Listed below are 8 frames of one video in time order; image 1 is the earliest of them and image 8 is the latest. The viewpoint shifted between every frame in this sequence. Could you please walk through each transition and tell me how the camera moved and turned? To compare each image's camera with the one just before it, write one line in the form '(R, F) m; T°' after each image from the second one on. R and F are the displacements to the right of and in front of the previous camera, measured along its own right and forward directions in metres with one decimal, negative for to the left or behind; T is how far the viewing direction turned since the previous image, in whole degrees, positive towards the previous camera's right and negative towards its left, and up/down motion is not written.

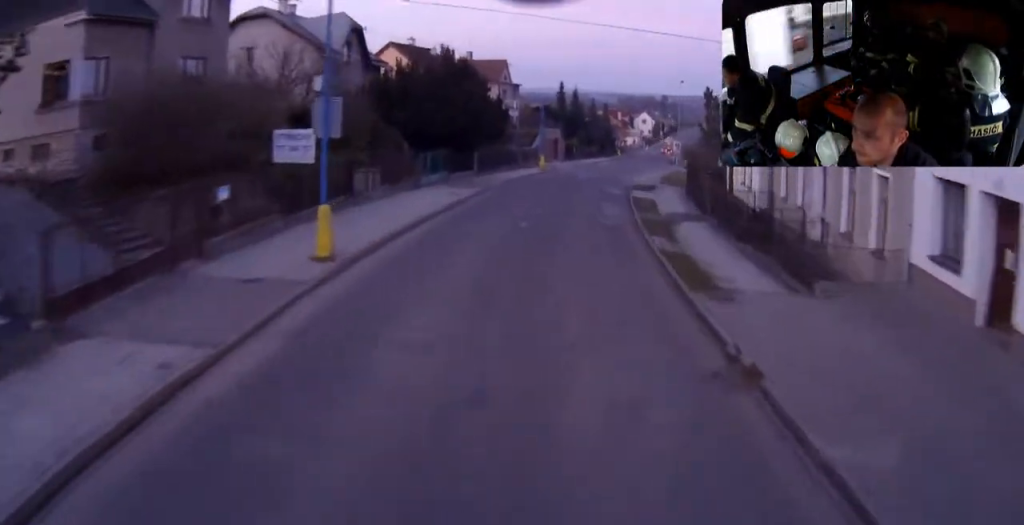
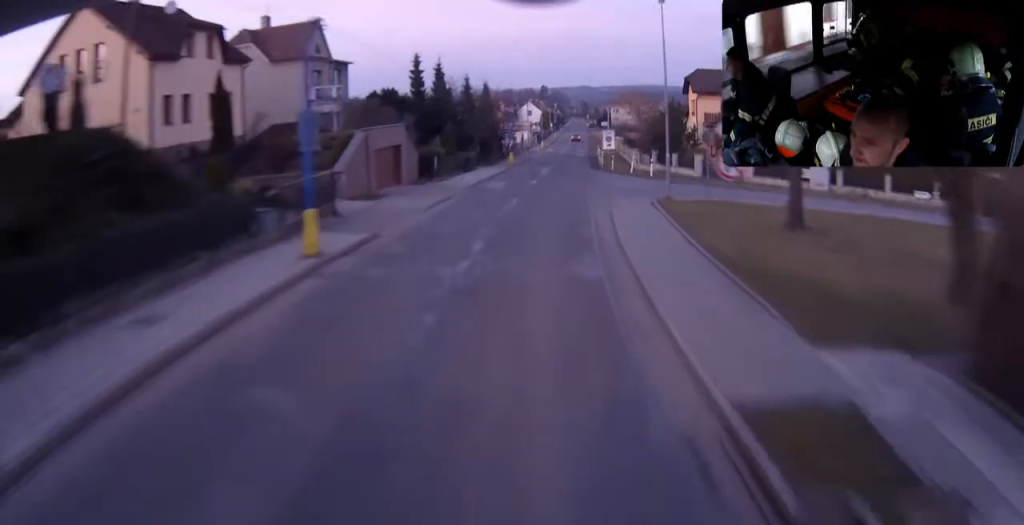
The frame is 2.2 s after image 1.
(+3.4, +36.7) m; +10°
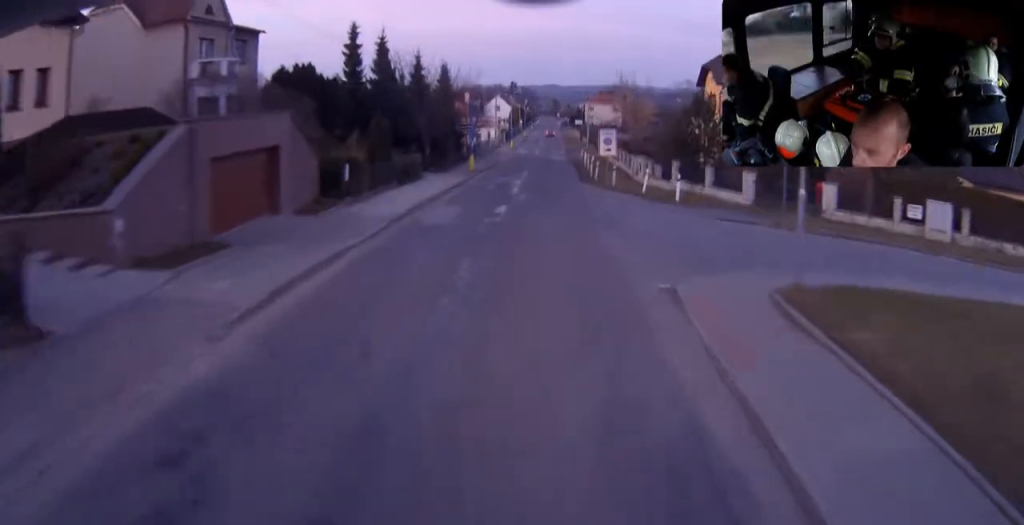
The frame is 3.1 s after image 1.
(+0.5, +15.8) m; +2°
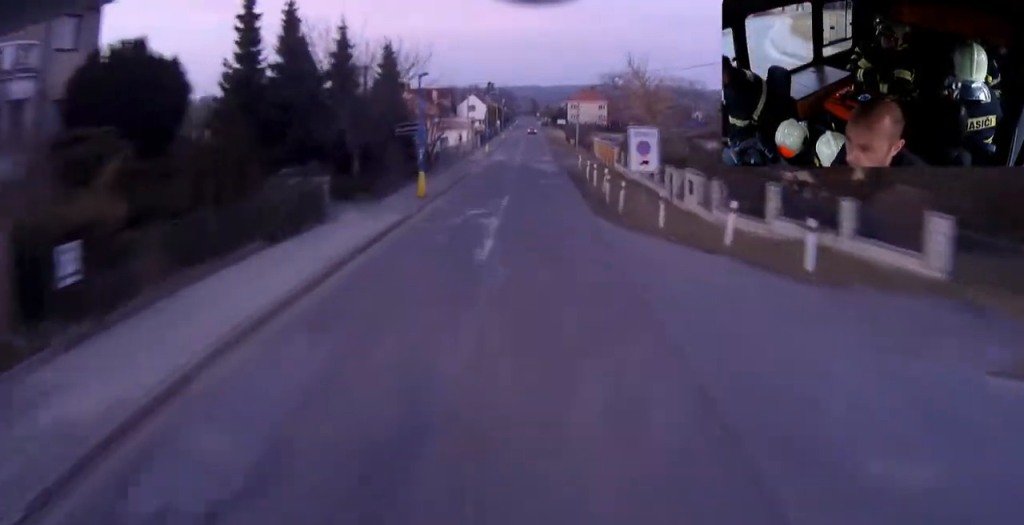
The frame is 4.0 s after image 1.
(+0.3, +16.7) m; +1°
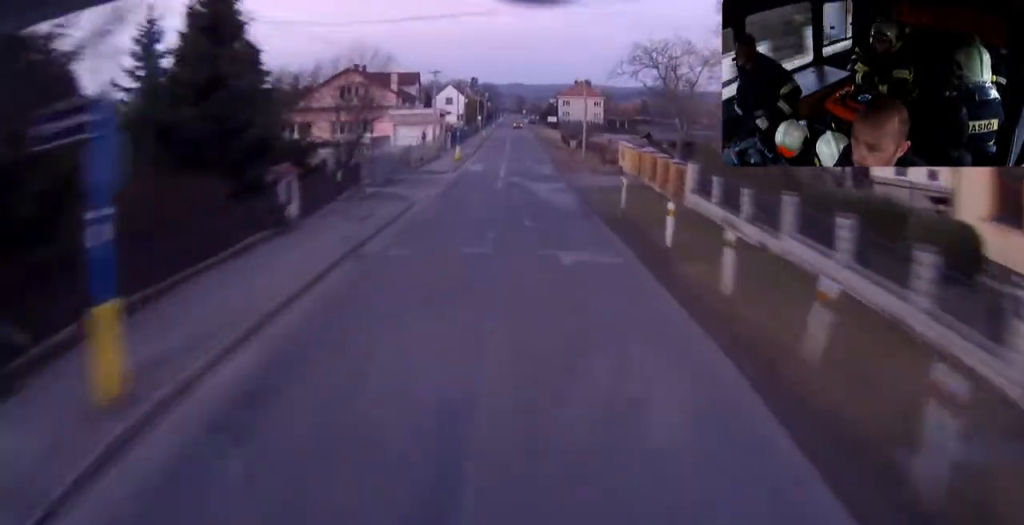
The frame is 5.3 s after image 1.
(0.0, +24.1) m; +1°
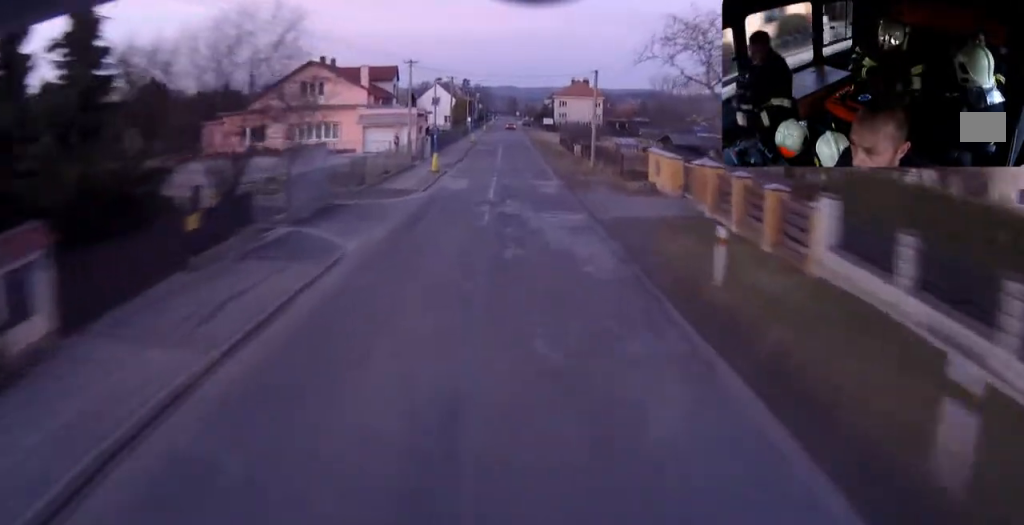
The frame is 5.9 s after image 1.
(+0.1, +12.0) m; +1°
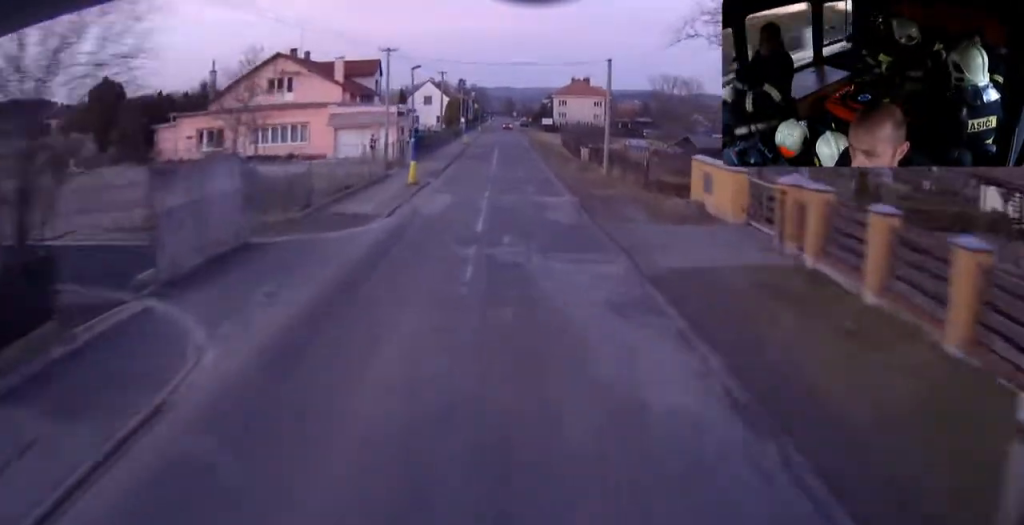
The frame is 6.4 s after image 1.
(+0.1, +8.4) m; +1°
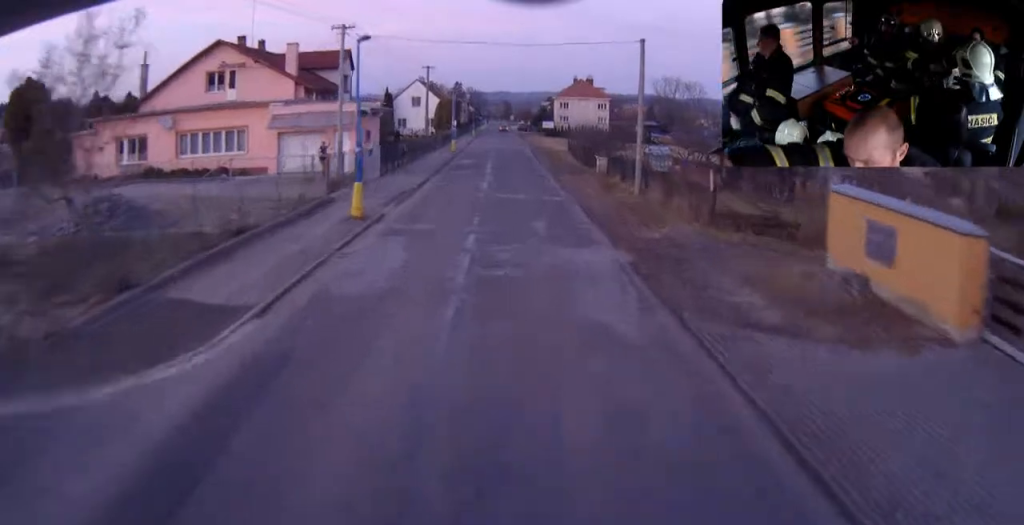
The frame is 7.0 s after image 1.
(+0.1, +11.7) m; 0°
